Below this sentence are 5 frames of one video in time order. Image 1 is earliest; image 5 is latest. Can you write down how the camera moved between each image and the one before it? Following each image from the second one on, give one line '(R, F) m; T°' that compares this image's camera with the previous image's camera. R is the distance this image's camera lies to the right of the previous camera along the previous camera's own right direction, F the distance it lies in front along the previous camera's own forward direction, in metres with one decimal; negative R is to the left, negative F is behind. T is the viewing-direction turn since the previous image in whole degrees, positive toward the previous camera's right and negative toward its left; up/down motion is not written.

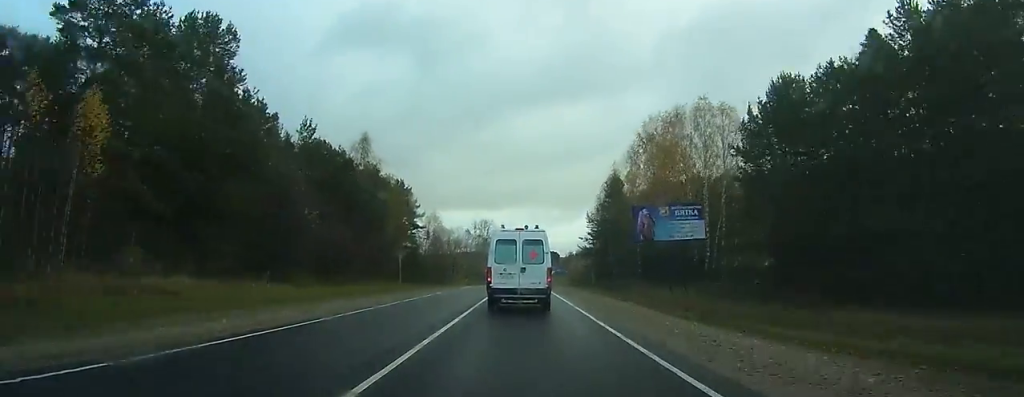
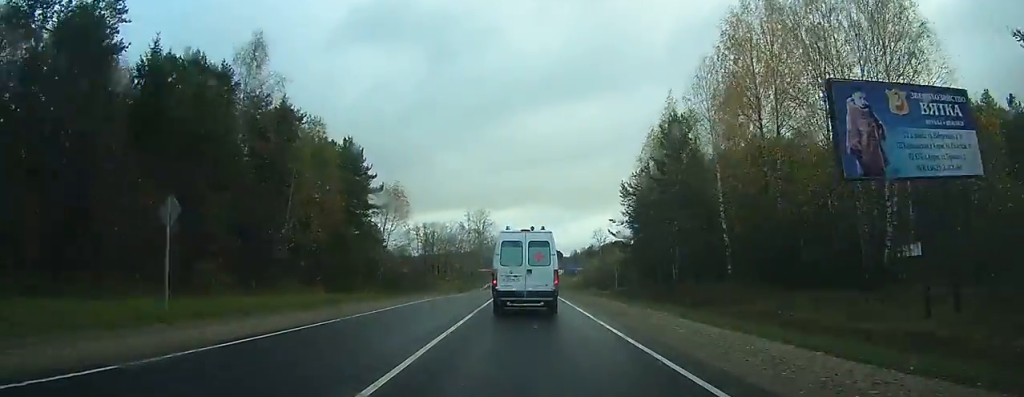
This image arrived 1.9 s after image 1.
(-0.2, +32.7) m; 0°
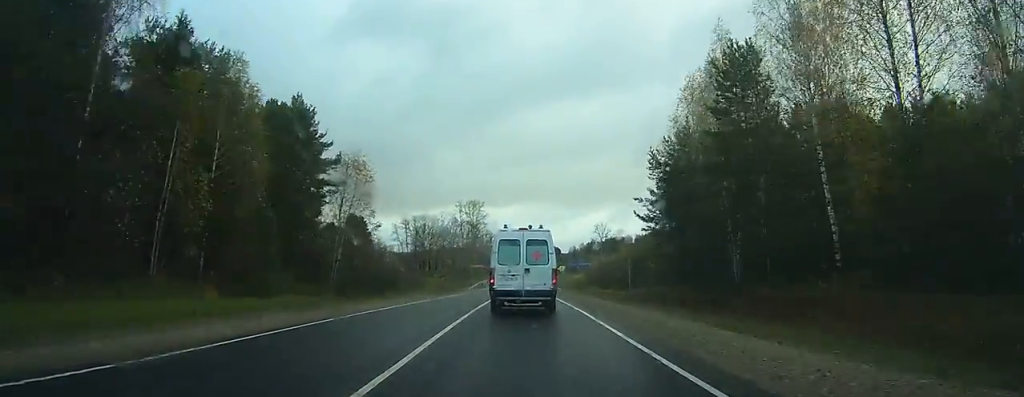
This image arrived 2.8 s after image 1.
(0.0, +16.1) m; 0°
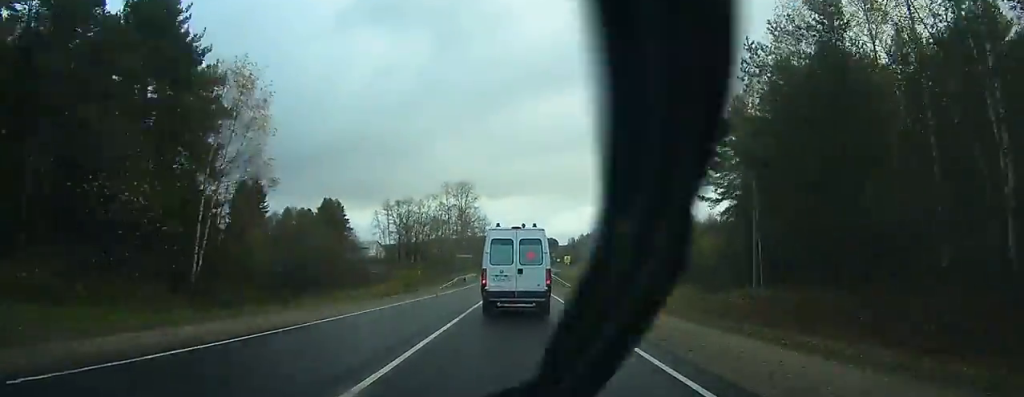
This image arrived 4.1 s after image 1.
(+0.1, +22.9) m; 0°
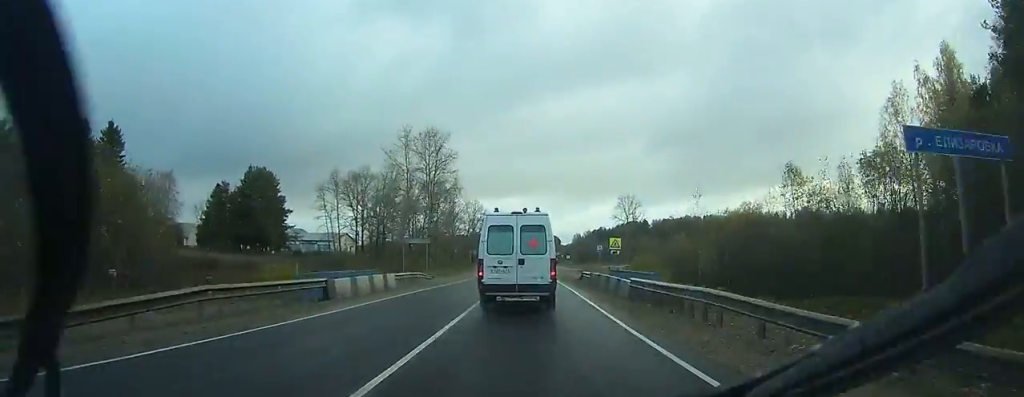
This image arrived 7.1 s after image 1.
(+0.2, +49.7) m; 0°
